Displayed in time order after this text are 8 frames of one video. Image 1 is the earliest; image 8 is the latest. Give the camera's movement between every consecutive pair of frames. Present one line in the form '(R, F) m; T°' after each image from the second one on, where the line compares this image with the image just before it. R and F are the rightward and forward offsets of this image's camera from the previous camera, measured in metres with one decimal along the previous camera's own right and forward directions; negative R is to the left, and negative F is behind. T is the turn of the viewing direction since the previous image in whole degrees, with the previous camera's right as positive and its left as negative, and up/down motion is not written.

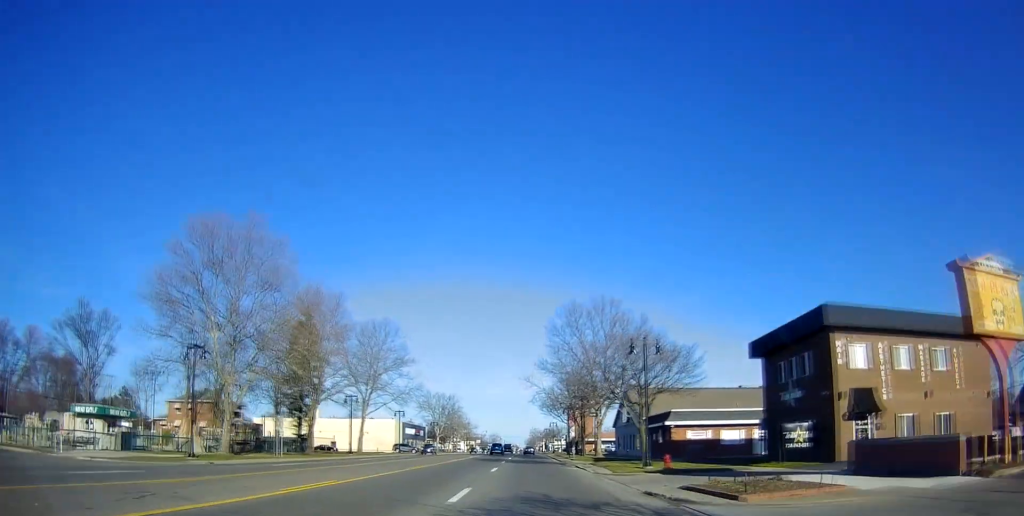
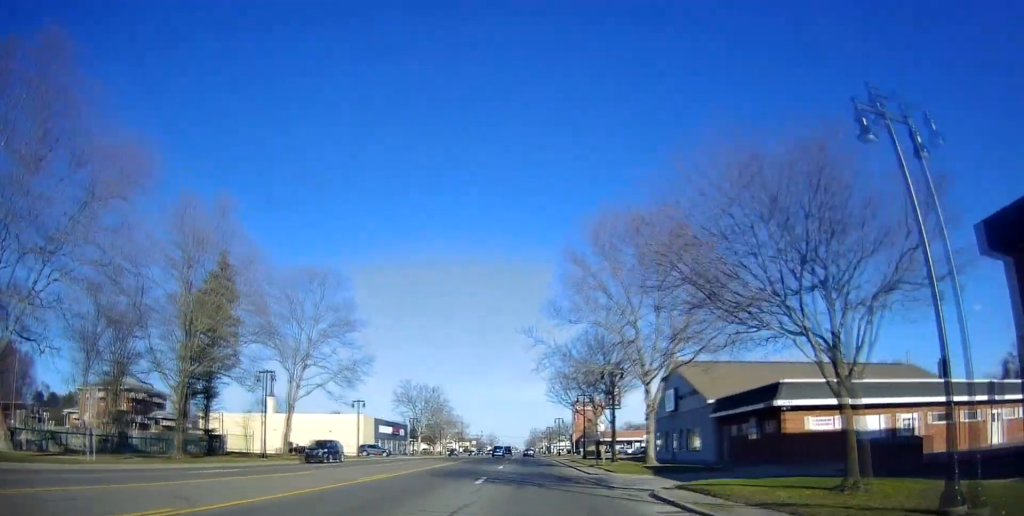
(-0.6, +22.9) m; -1°
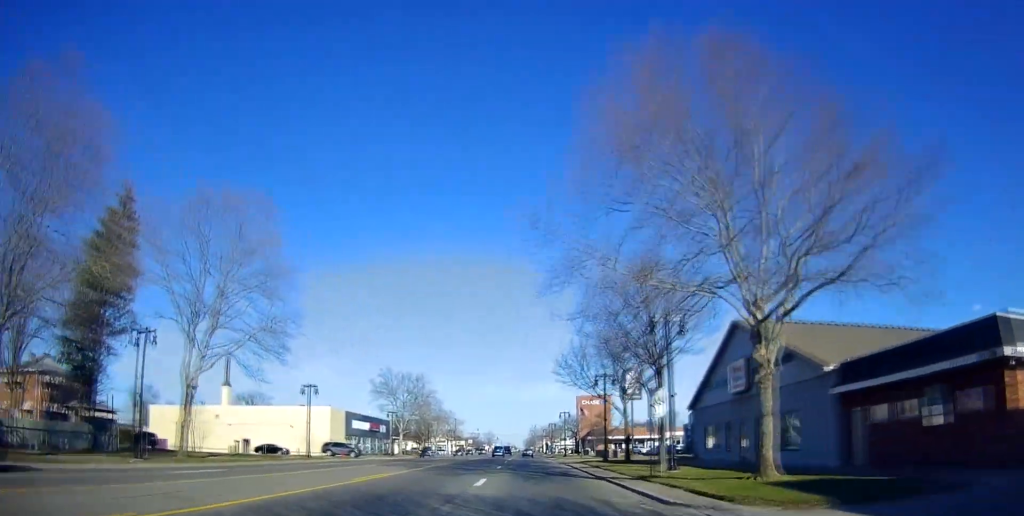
(+0.2, +16.3) m; +2°
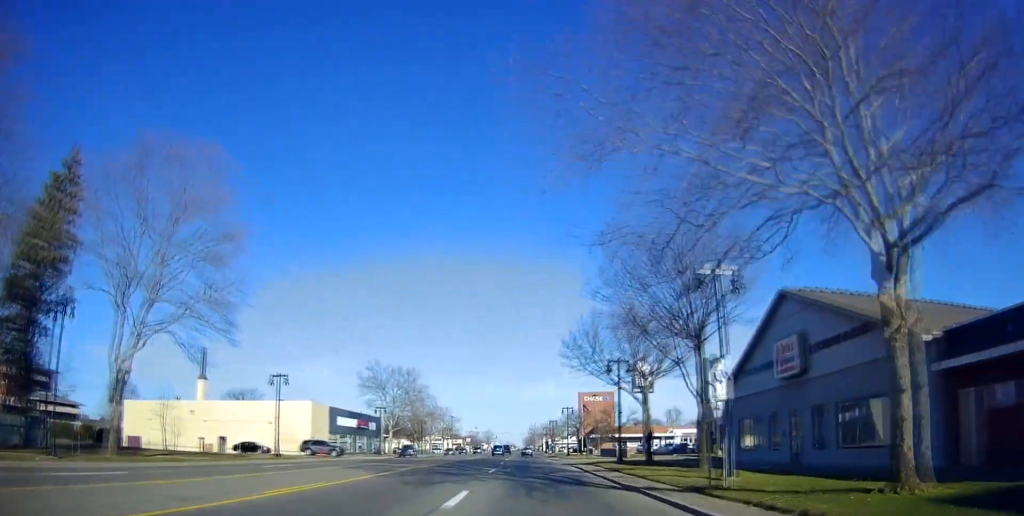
(+0.1, +7.0) m; +1°
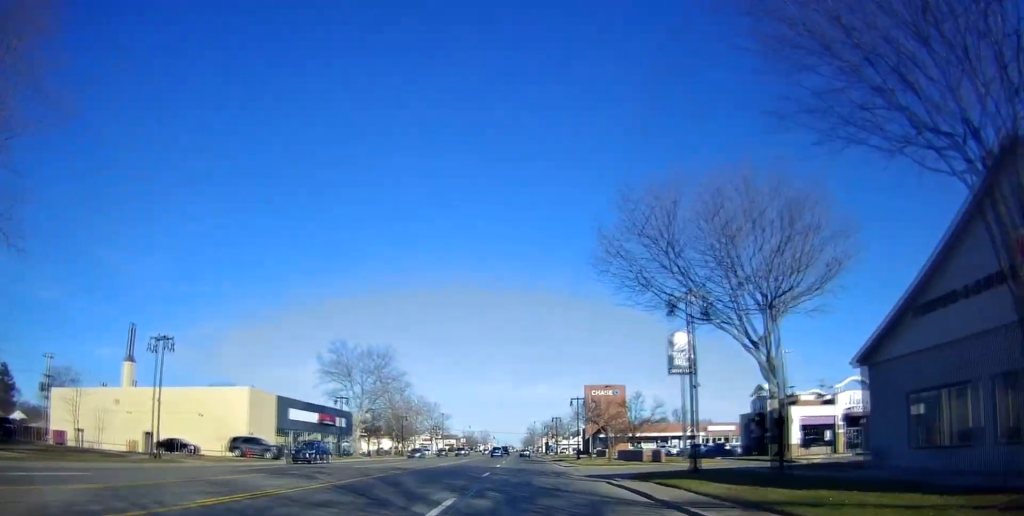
(+0.1, +17.0) m; -1°
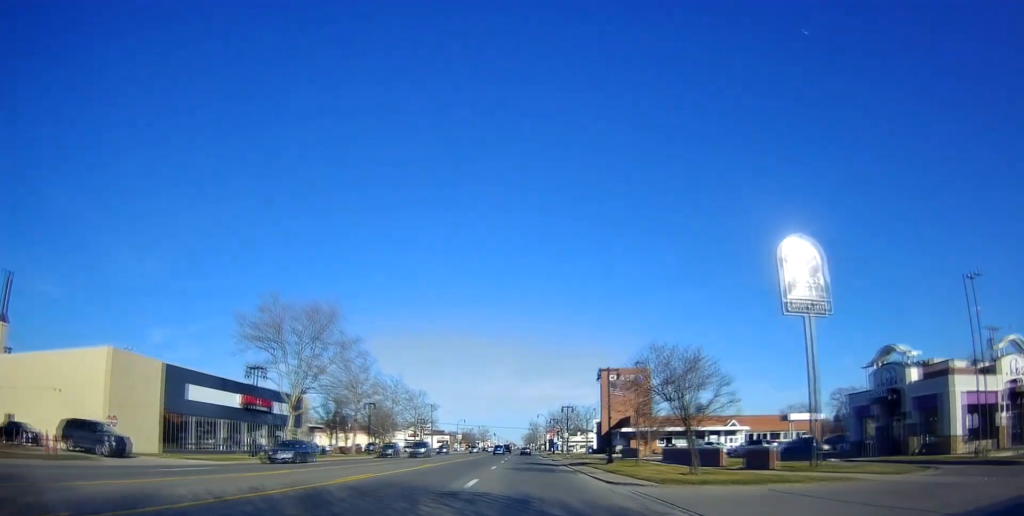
(-0.6, +21.9) m; -2°
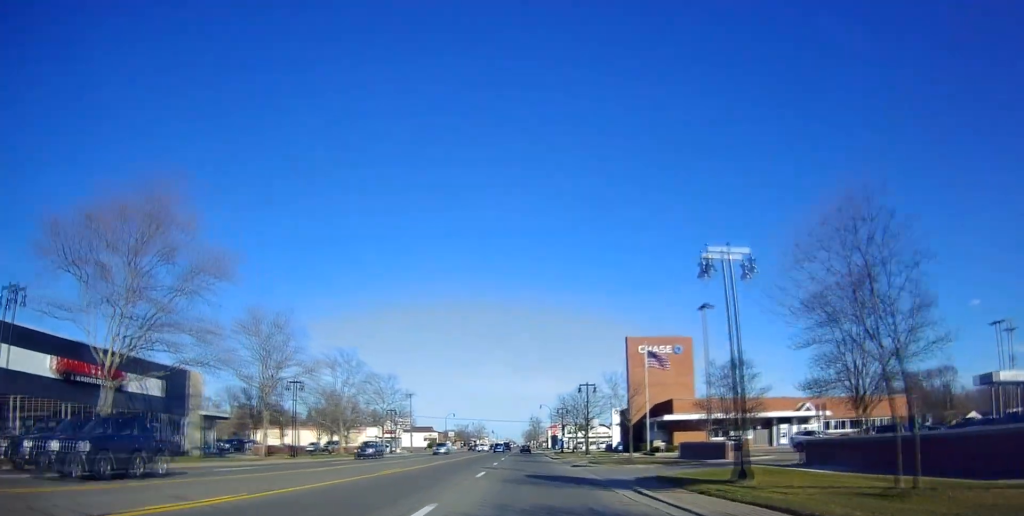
(+0.1, +25.6) m; -1°
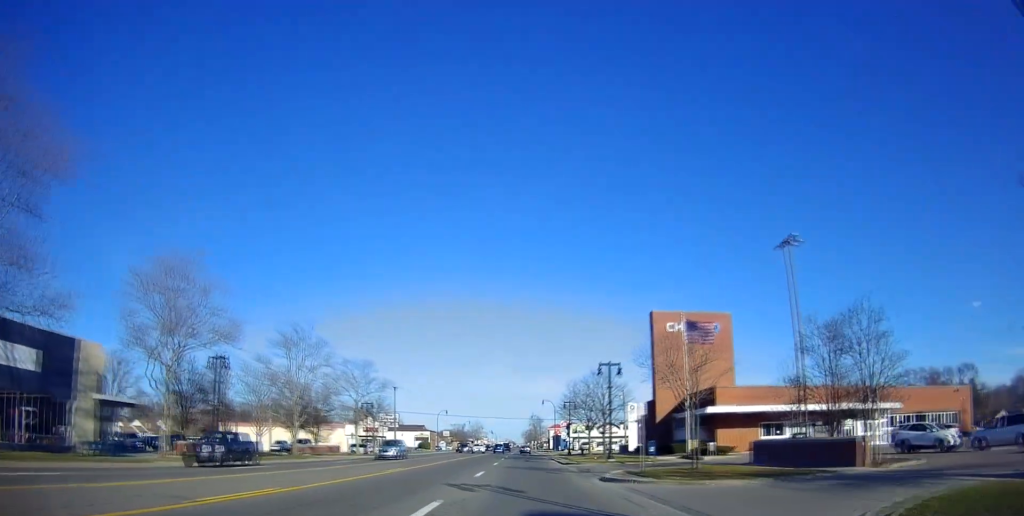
(0.0, +14.1) m; -1°
